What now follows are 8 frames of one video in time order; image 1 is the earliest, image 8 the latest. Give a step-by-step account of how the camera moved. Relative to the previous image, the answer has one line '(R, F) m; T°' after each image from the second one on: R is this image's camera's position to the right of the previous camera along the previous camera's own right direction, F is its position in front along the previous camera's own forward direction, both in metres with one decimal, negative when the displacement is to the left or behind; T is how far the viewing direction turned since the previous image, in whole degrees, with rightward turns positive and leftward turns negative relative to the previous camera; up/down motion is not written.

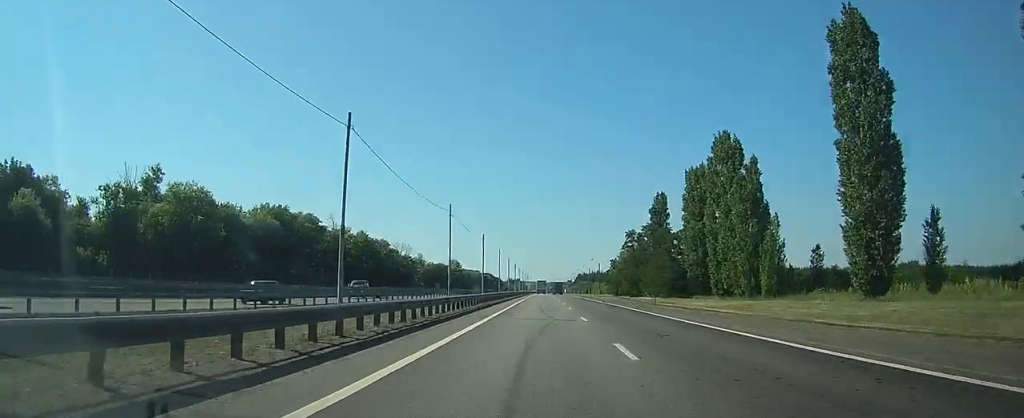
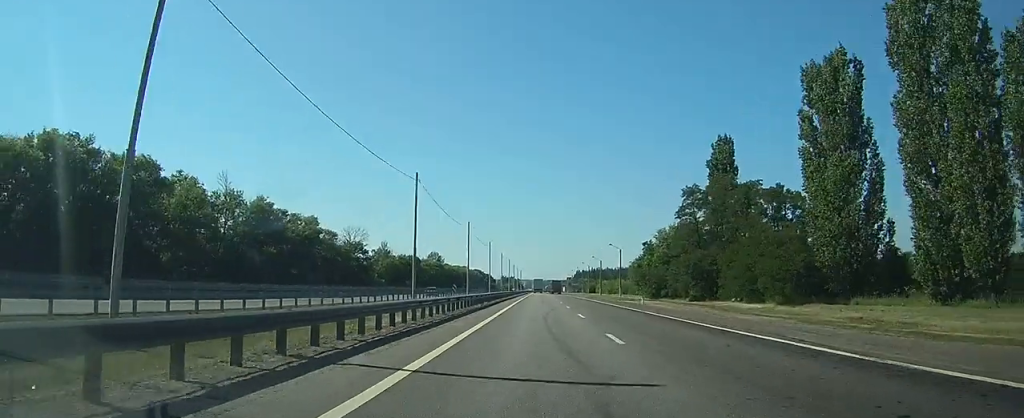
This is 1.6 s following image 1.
(-0.1, +45.3) m; 0°
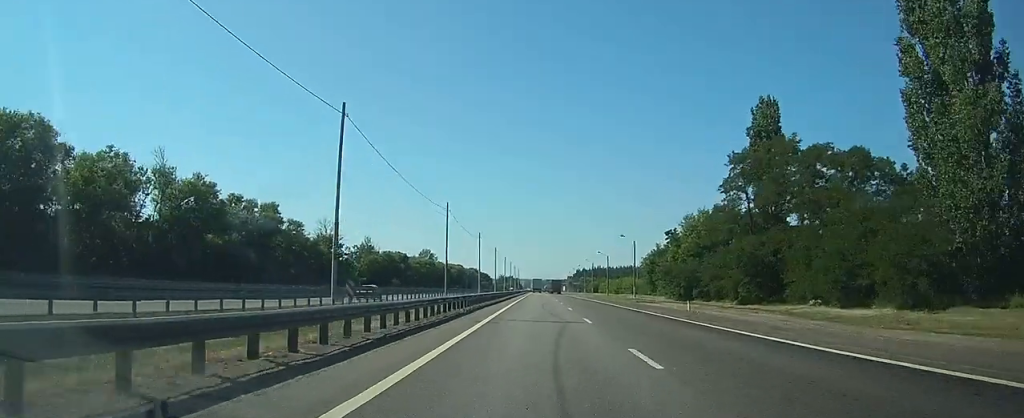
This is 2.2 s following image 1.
(0.0, +16.1) m; 0°
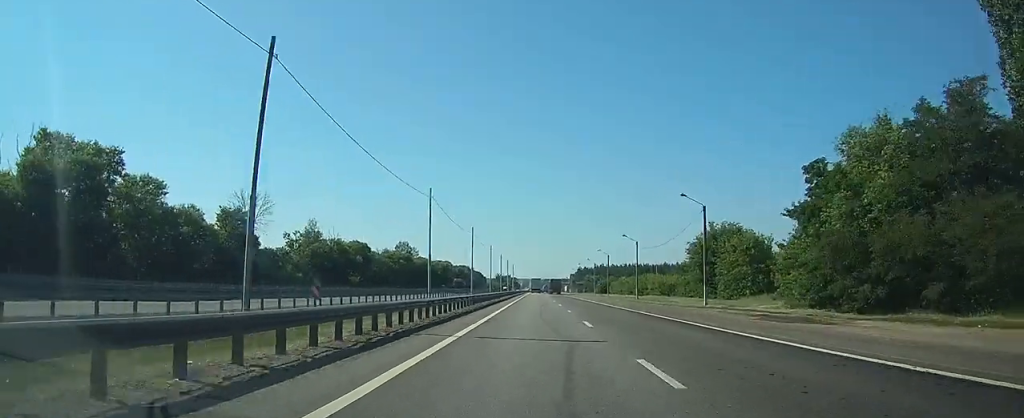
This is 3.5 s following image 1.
(0.0, +37.9) m; 0°
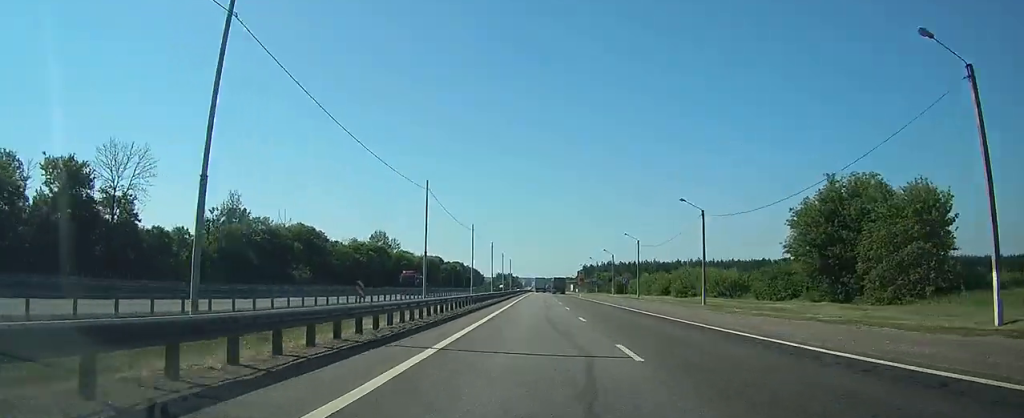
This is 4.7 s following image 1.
(0.0, +33.3) m; 0°
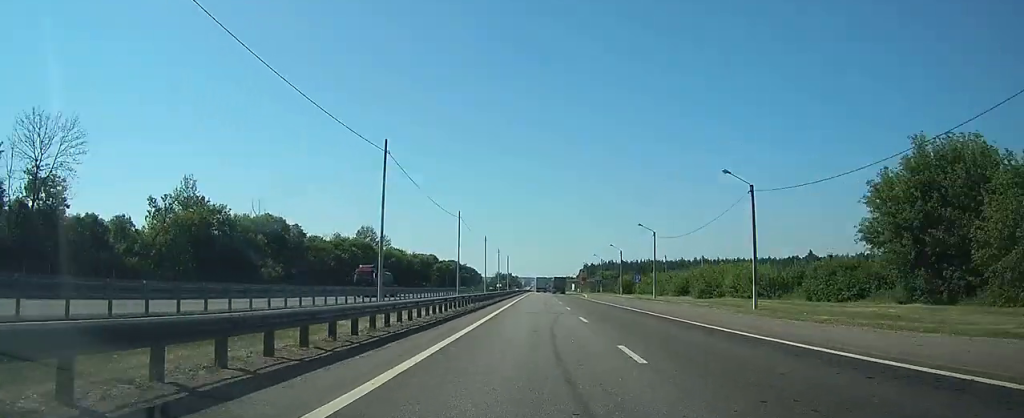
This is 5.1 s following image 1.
(0.0, +12.4) m; 0°
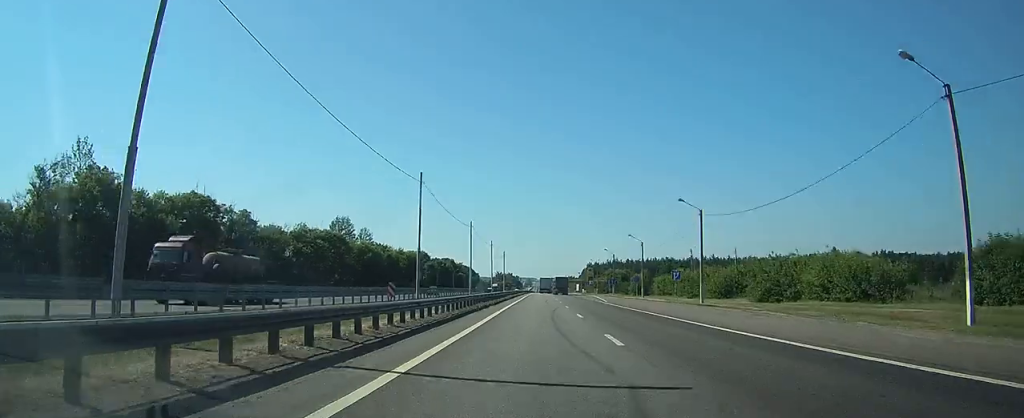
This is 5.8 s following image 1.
(-0.1, +21.1) m; 0°
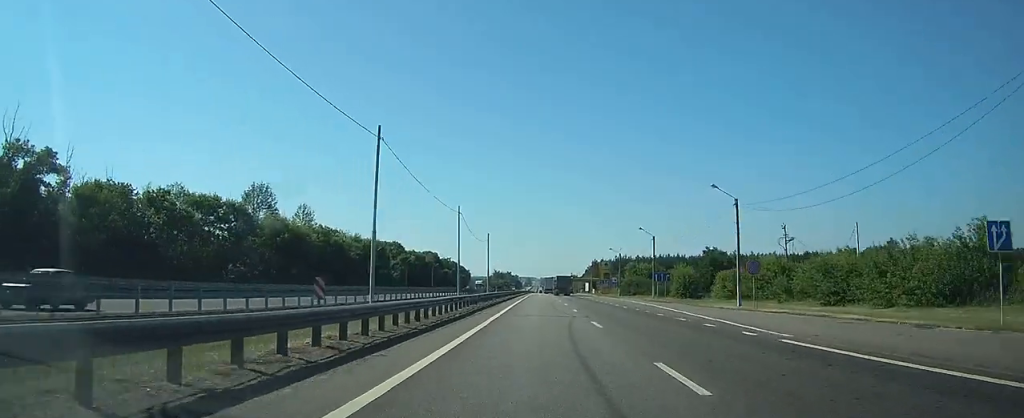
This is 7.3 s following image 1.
(+0.2, +42.5) m; 0°
